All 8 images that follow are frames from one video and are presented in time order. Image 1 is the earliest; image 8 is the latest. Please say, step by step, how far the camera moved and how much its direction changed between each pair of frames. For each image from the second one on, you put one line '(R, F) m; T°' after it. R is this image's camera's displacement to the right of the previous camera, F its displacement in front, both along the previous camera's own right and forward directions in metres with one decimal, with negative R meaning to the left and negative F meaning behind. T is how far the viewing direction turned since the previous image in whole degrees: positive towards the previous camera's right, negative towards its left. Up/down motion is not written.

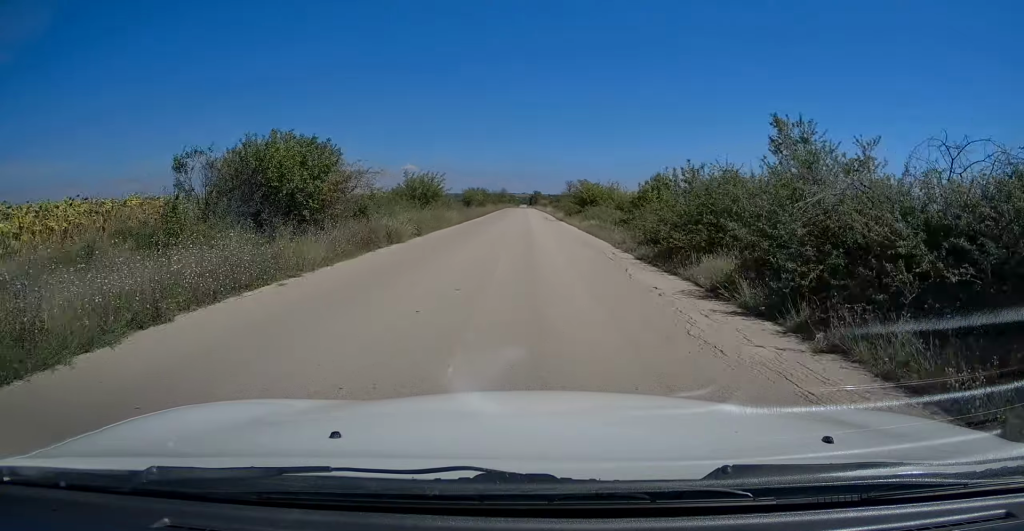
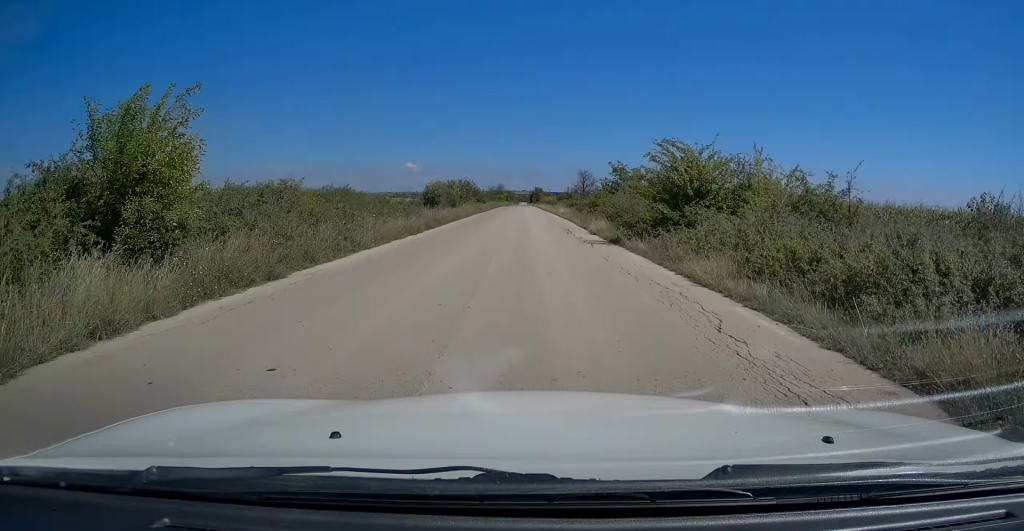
(-0.1, +28.7) m; 0°
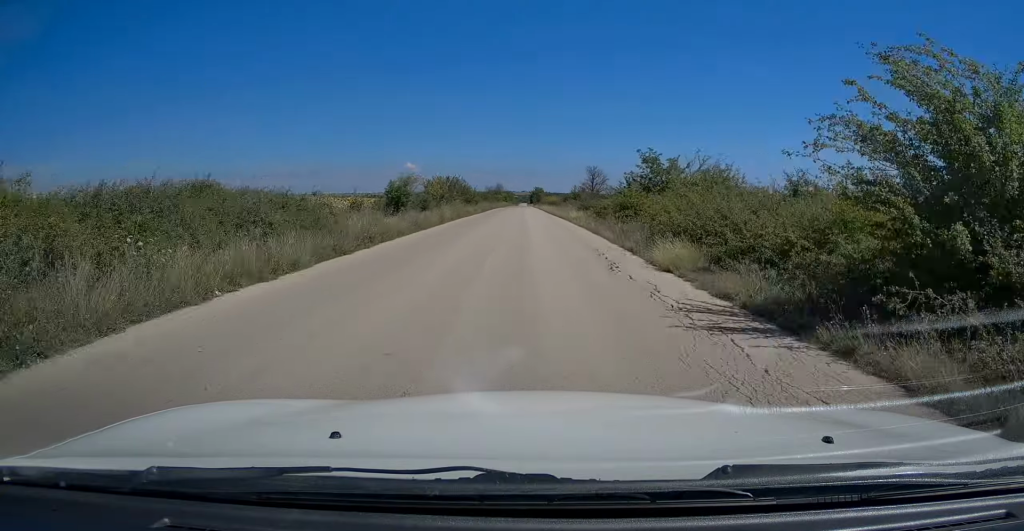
(0.0, +12.3) m; 0°
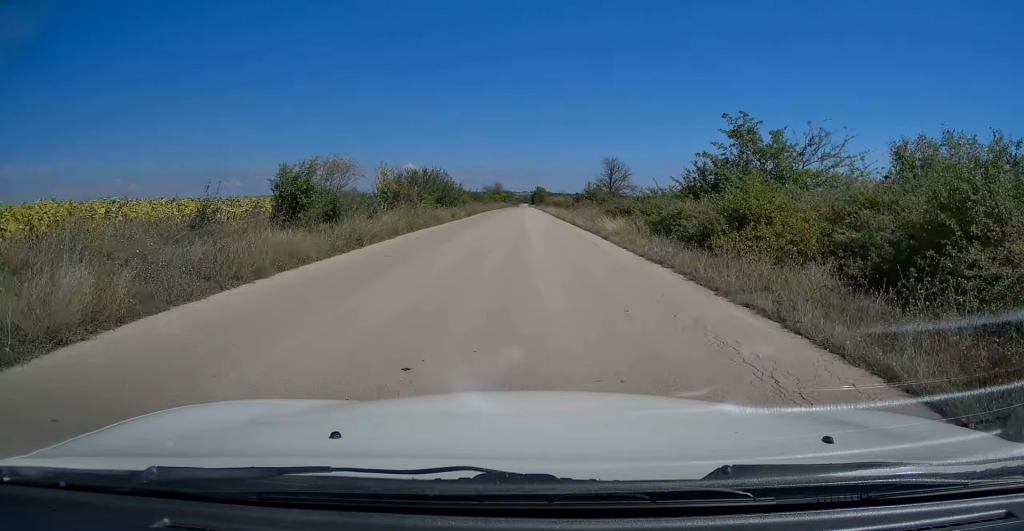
(-0.1, +15.5) m; 0°
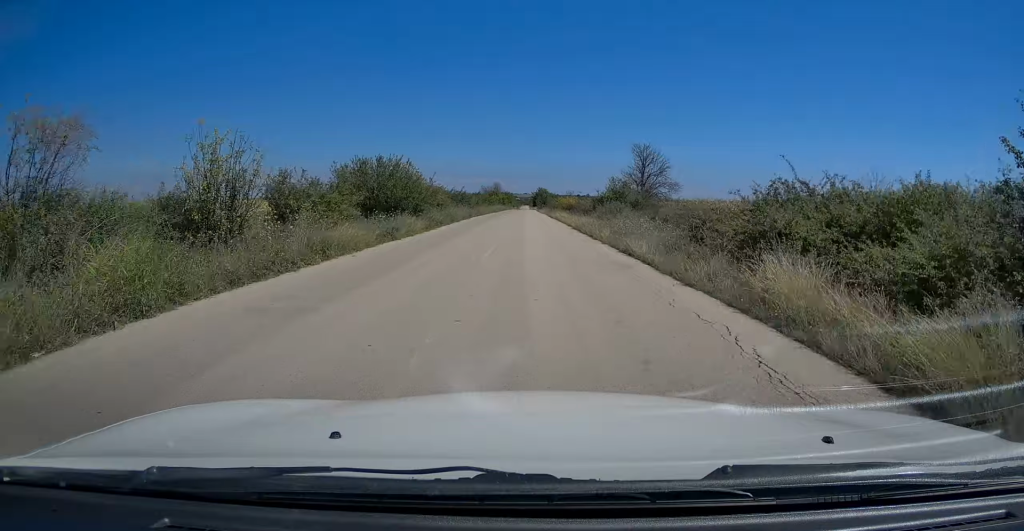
(+0.1, +16.2) m; 0°
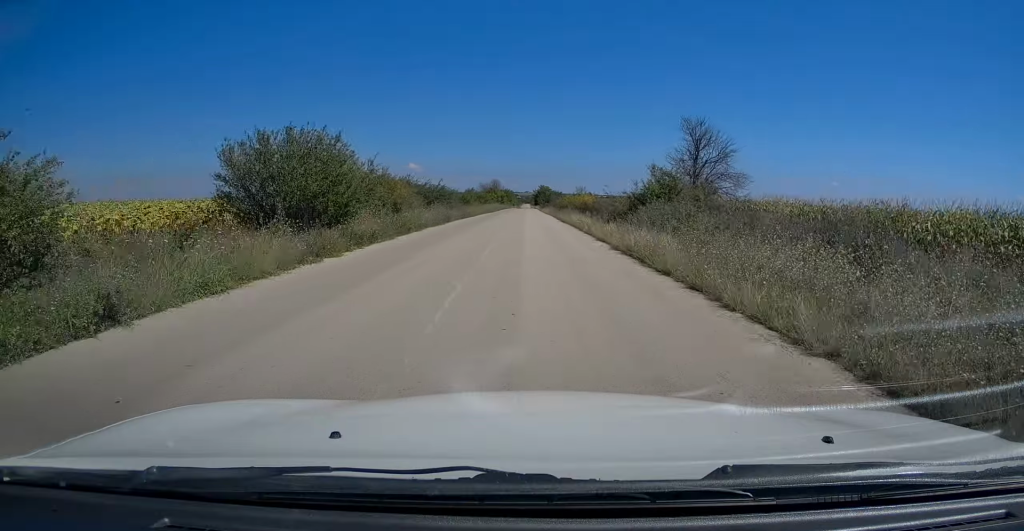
(+0.1, +13.7) m; 0°
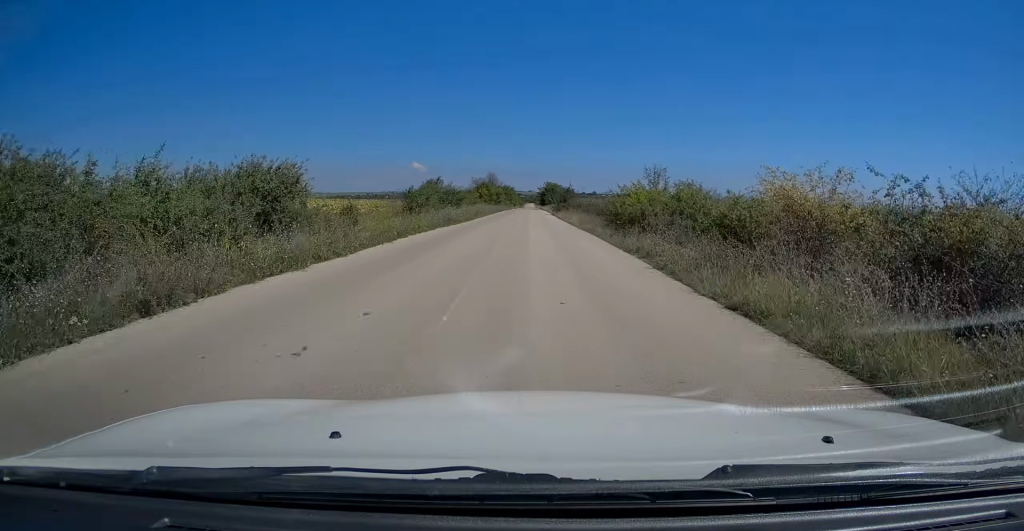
(-0.1, +35.7) m; 0°
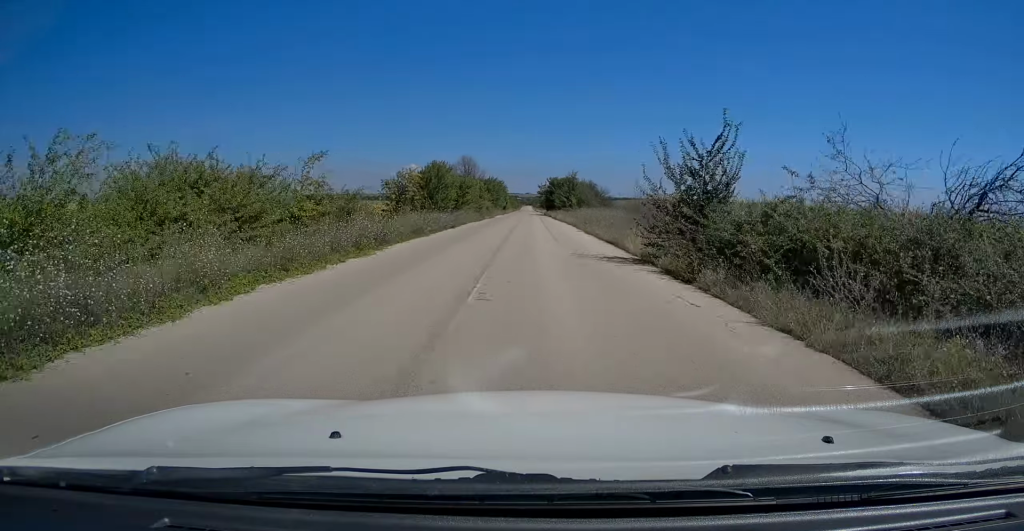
(-0.7, +51.8) m; -1°
